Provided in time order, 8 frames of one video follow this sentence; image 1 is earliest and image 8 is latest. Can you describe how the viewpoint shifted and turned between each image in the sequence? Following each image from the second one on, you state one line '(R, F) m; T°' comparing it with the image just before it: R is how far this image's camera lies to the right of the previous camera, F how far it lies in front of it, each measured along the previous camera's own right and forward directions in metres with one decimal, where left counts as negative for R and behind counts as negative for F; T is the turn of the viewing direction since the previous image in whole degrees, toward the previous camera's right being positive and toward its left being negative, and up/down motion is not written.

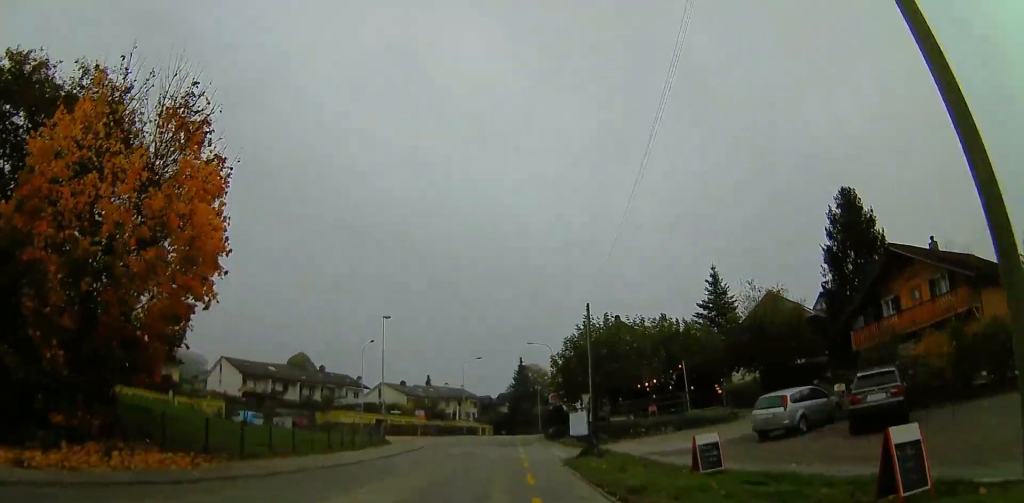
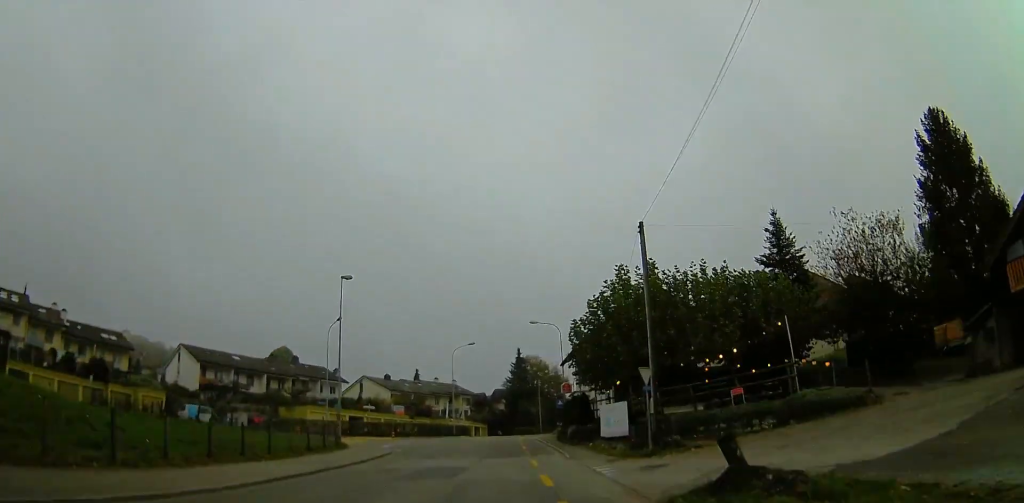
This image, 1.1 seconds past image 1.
(0.0, +12.9) m; 0°
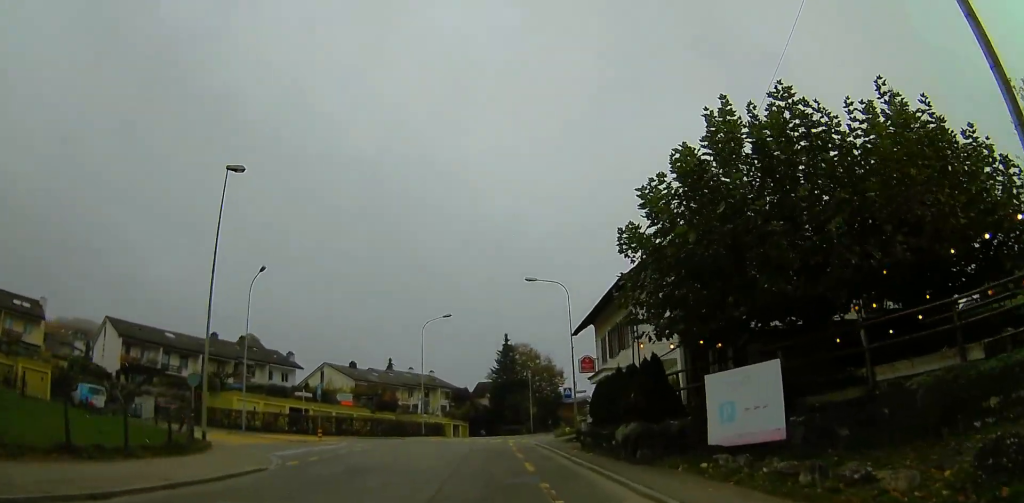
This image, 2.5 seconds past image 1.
(+0.1, +15.8) m; 0°
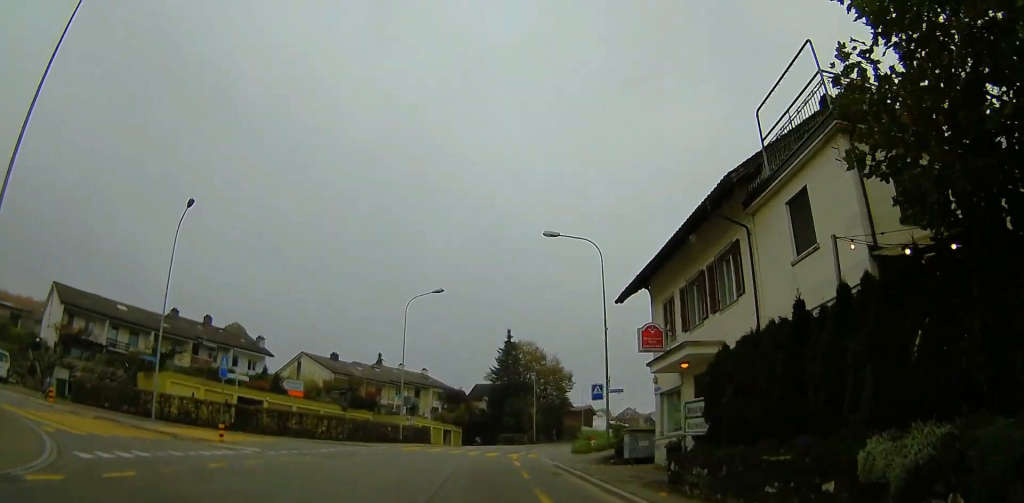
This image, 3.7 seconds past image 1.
(-0.2, +10.9) m; -1°
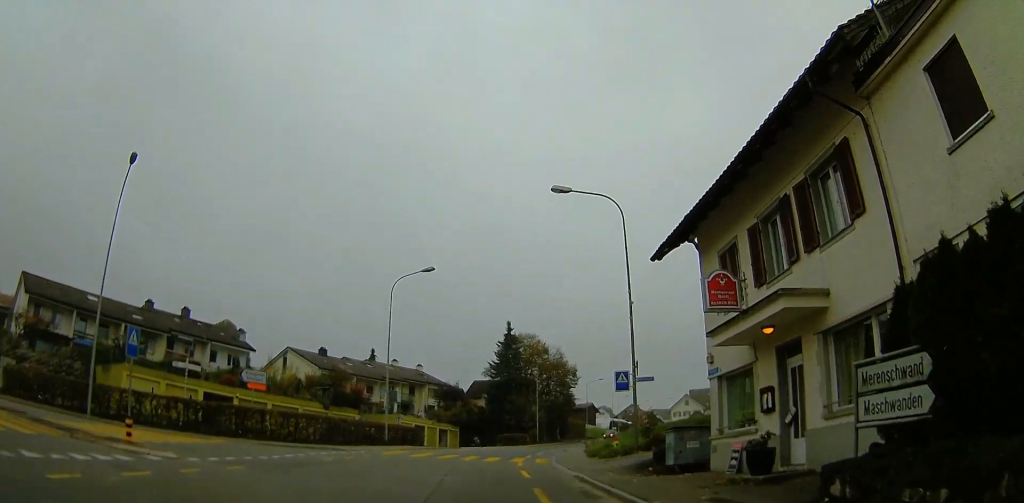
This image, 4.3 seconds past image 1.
(0.0, +5.5) m; 0°
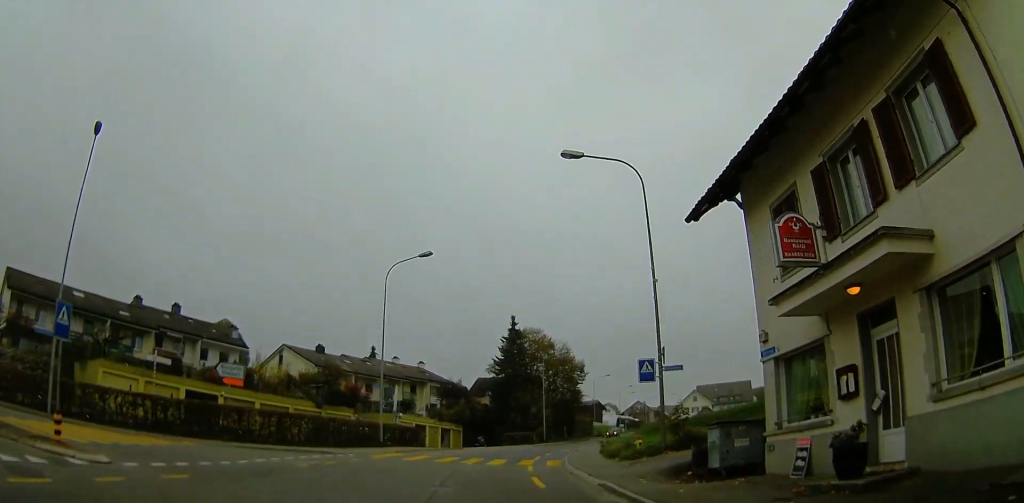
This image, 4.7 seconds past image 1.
(0.0, +3.4) m; -1°
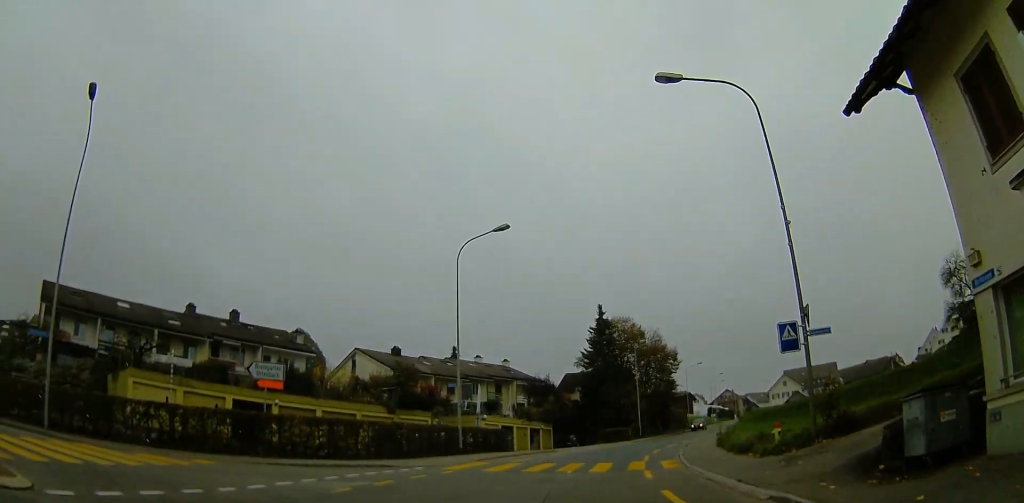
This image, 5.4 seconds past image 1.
(+0.1, +5.6) m; -5°
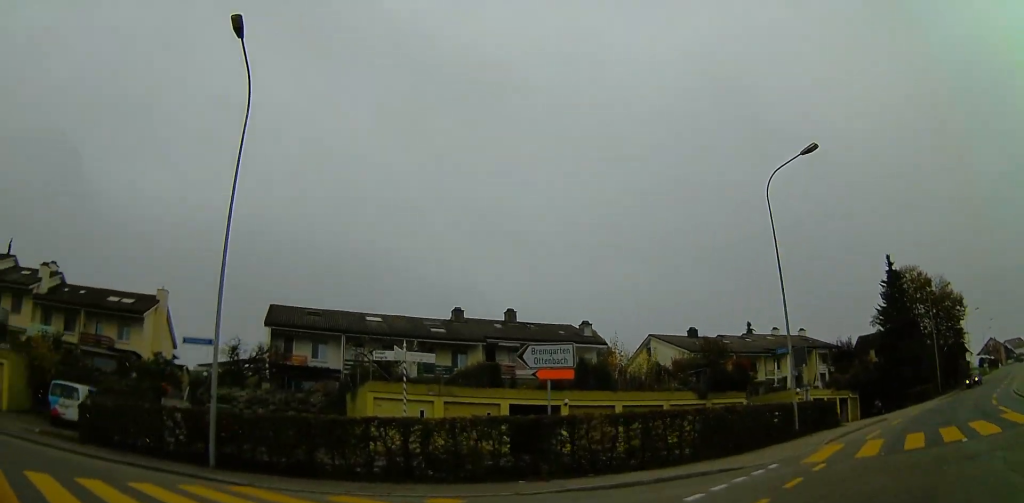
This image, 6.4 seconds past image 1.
(-0.8, +7.1) m; -31°
